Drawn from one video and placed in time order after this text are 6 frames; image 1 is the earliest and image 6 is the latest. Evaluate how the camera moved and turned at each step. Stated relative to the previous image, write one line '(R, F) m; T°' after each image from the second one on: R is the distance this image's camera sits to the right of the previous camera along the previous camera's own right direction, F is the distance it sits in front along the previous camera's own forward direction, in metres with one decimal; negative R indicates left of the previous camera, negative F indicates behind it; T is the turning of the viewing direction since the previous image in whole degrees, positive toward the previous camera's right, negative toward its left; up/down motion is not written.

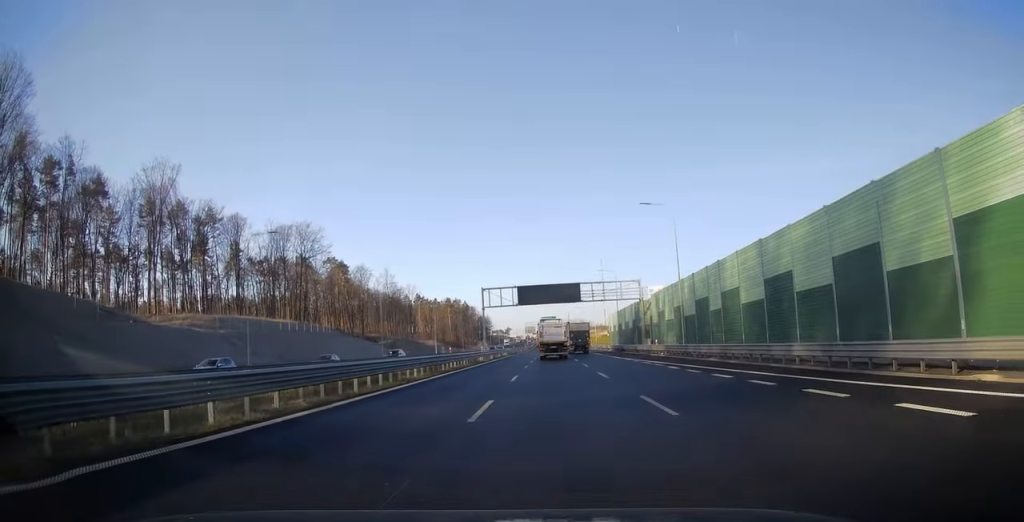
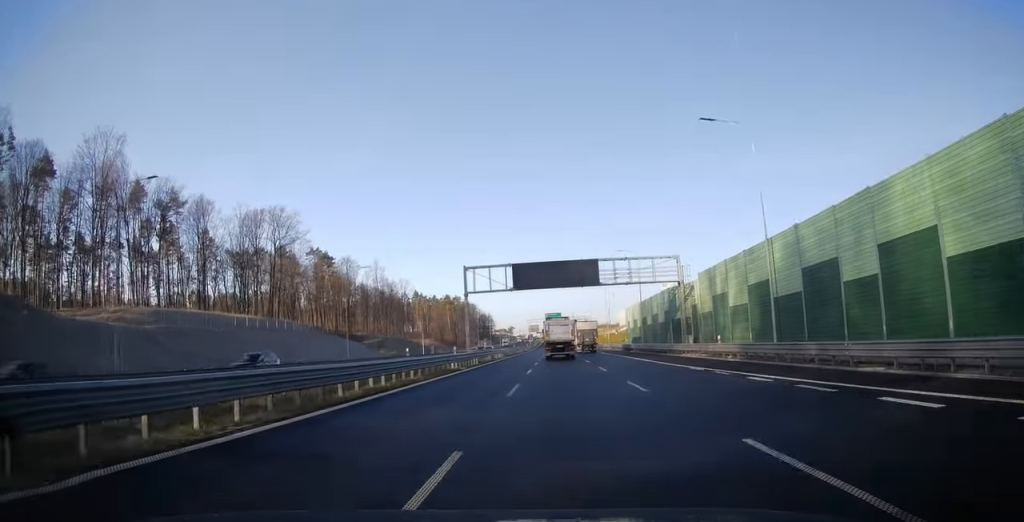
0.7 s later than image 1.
(0.0, +19.1) m; 0°
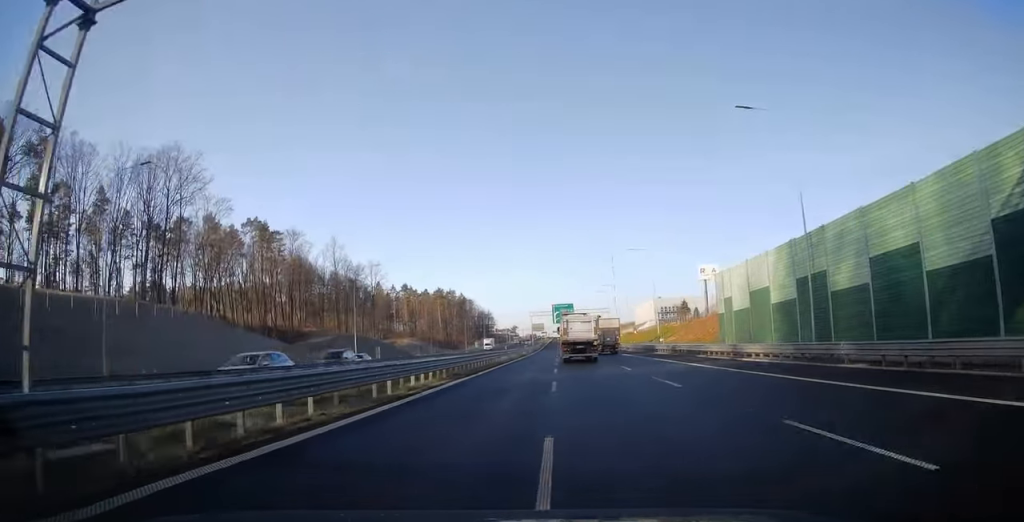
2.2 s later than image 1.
(-0.1, +46.9) m; 0°
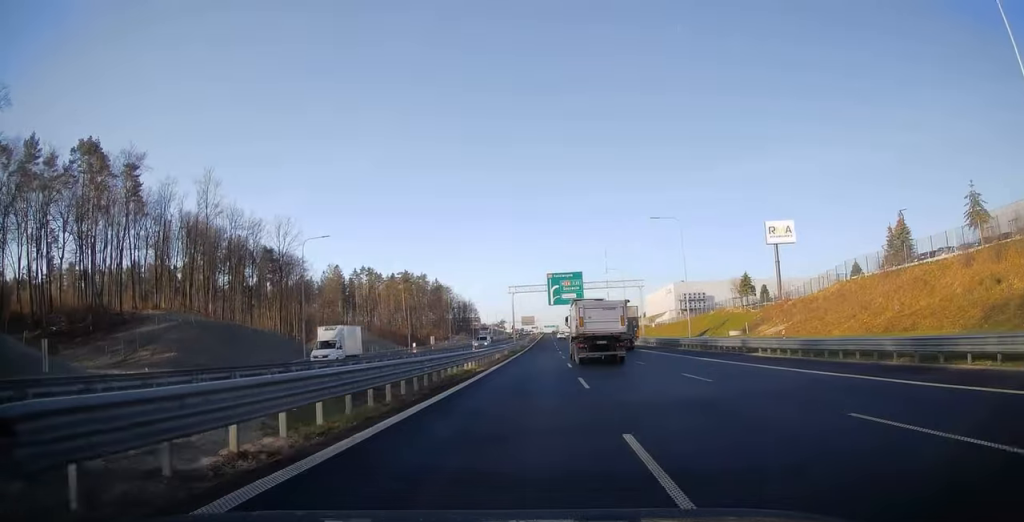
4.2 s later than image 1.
(+0.9, +60.5) m; +1°
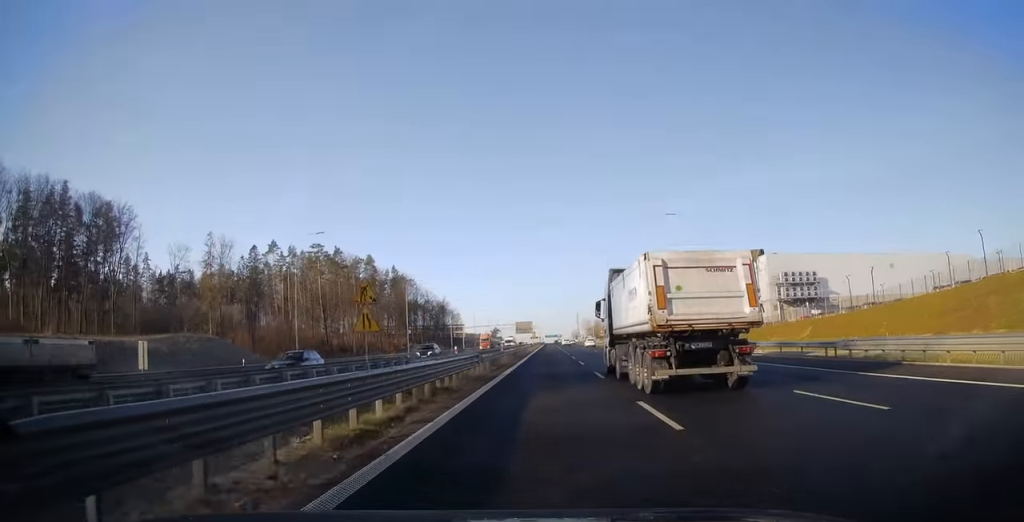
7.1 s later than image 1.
(-0.4, +92.7) m; -1°
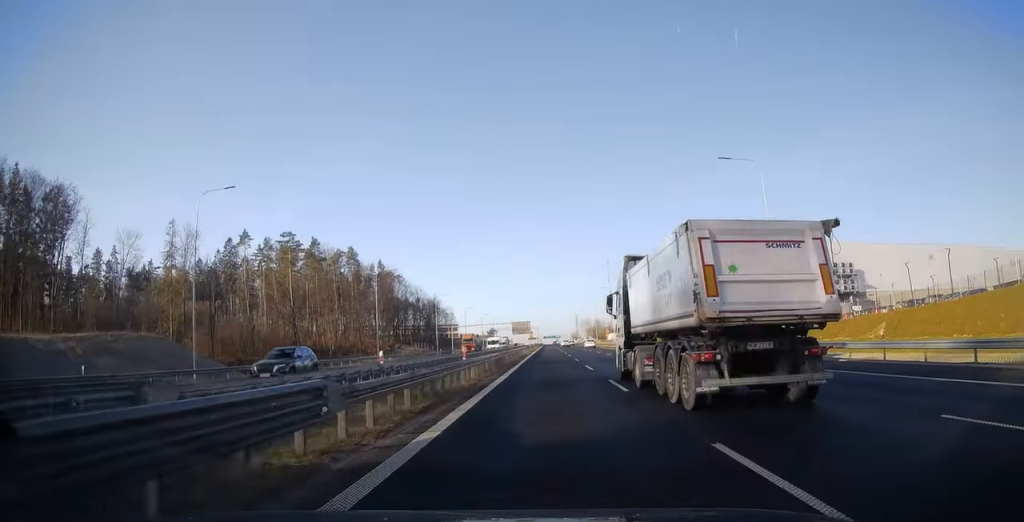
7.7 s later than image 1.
(-0.1, +17.4) m; 0°
